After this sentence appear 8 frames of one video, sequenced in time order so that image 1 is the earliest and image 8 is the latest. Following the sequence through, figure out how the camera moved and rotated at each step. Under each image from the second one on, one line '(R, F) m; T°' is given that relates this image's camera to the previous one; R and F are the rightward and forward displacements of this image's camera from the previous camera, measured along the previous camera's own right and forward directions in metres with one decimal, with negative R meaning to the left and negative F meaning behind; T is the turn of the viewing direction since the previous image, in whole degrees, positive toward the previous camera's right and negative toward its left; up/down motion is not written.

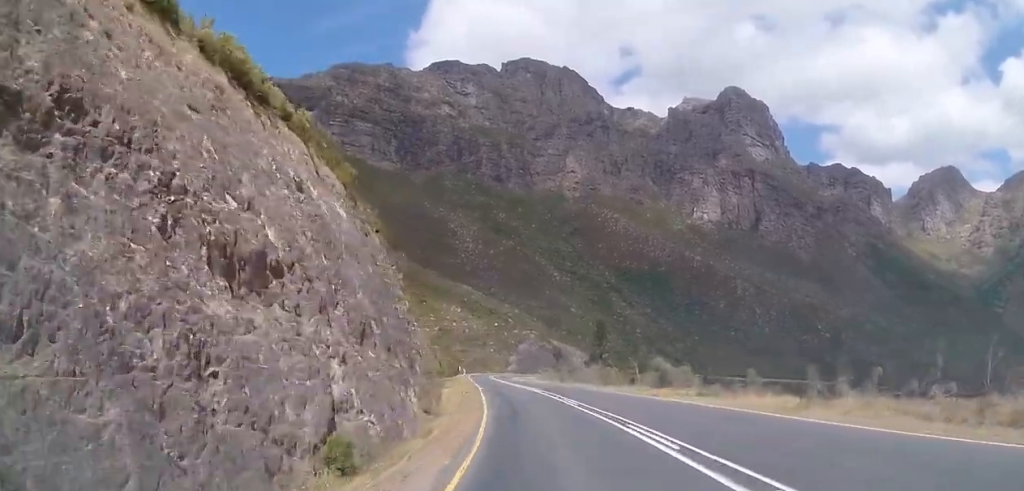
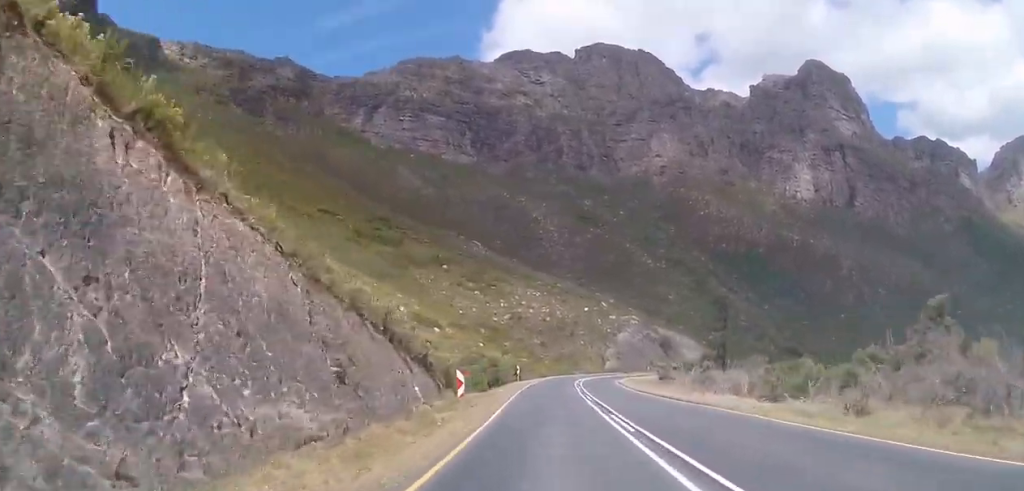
(-5.1, +45.7) m; -10°
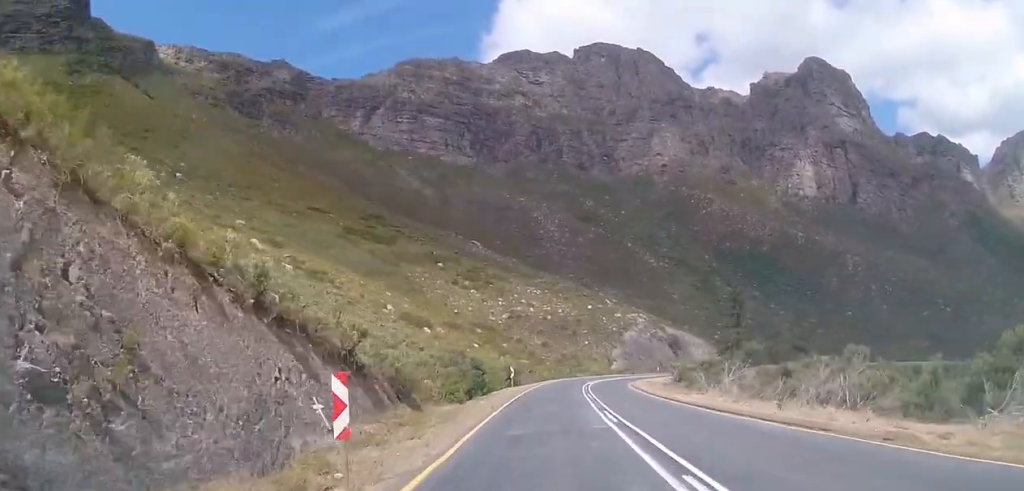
(+0.2, +9.2) m; 0°
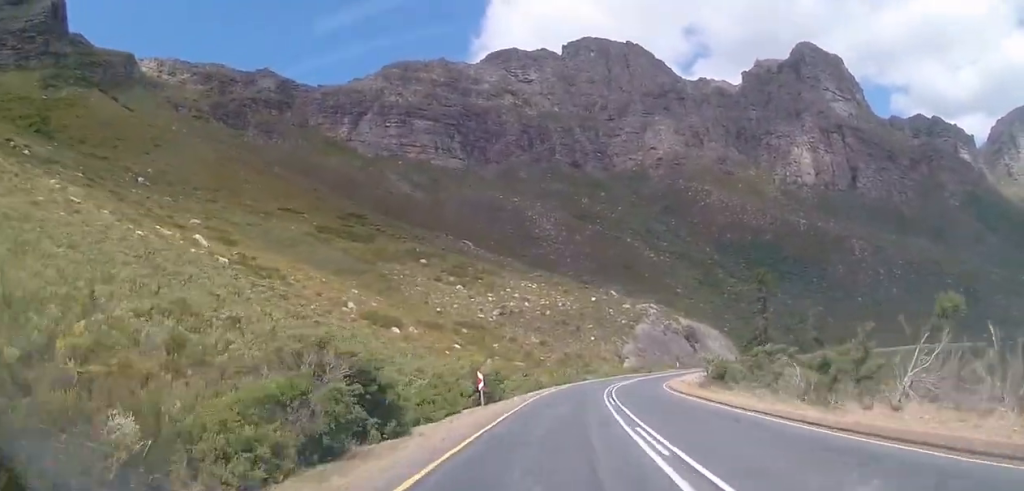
(-0.2, +18.0) m; 0°
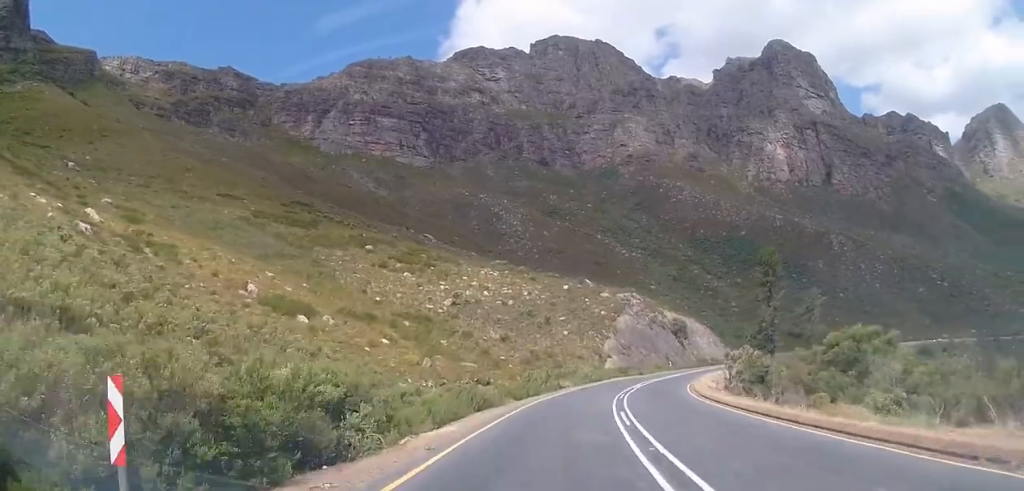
(+0.3, +19.5) m; +4°
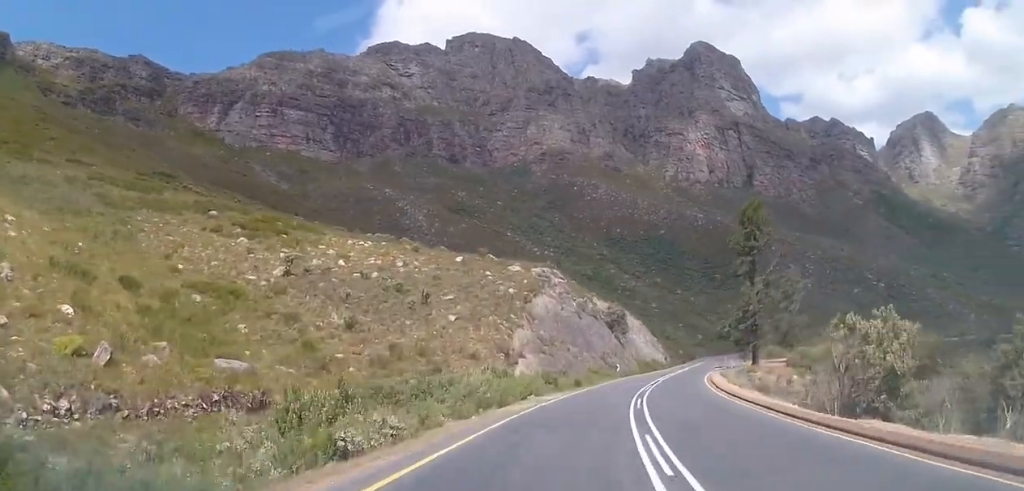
(+1.9, +30.9) m; +6°
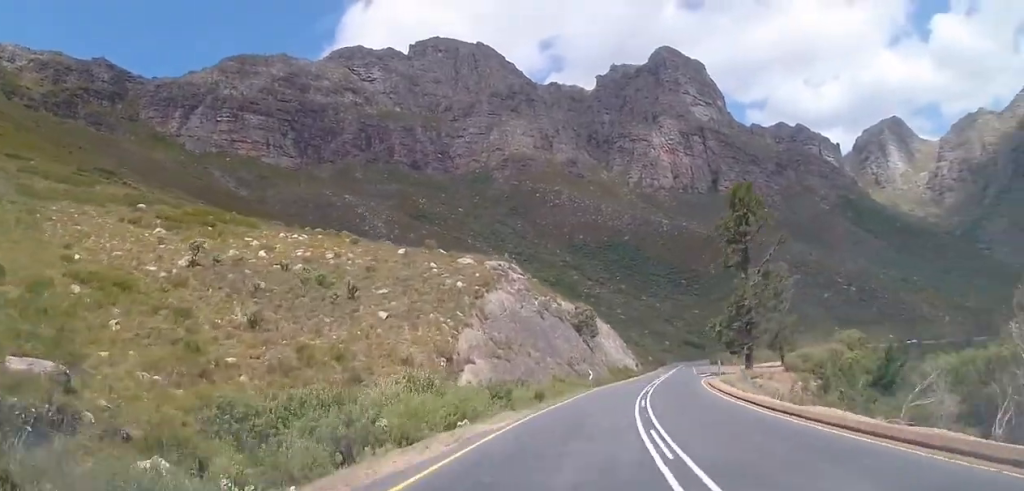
(-0.2, +10.5) m; +2°
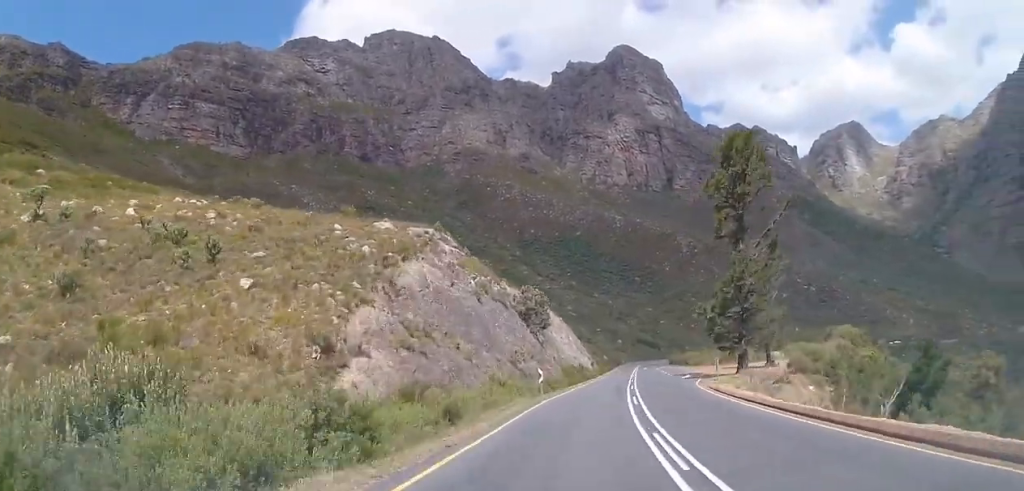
(+0.6, +13.4) m; +5°
